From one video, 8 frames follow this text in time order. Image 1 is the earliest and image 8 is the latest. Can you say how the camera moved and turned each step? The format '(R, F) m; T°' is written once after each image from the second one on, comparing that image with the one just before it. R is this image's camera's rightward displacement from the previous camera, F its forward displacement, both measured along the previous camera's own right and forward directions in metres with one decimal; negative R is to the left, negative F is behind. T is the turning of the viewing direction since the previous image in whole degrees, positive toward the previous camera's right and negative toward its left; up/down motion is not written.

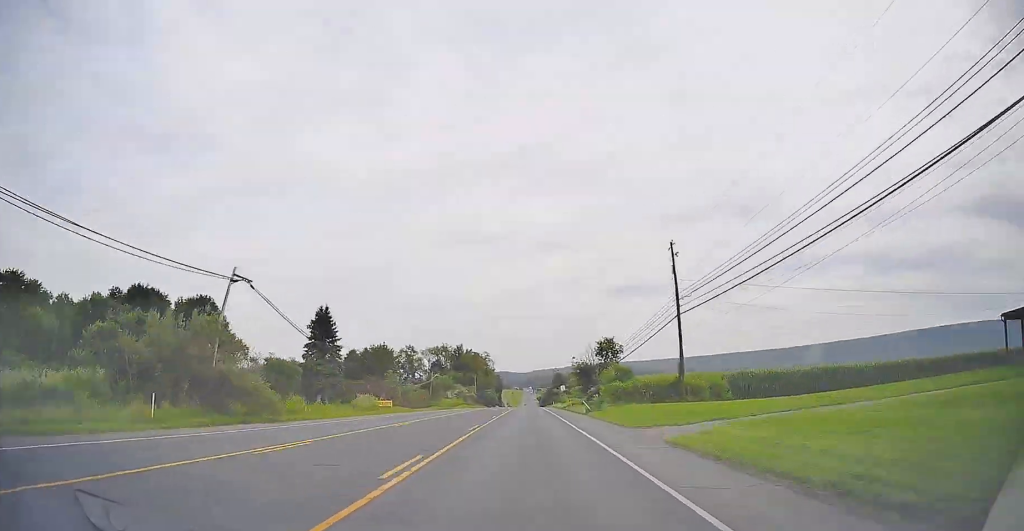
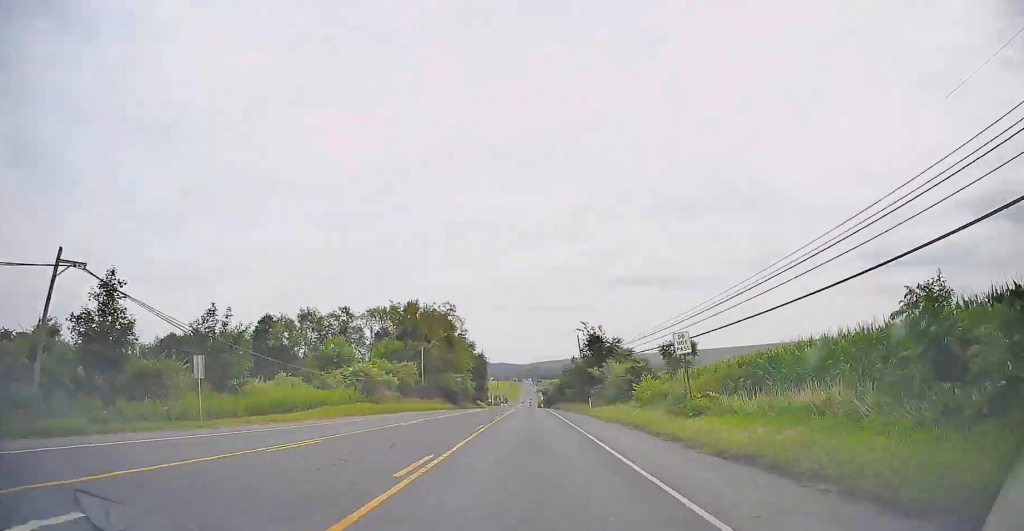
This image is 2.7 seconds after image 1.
(0.0, +73.4) m; 0°
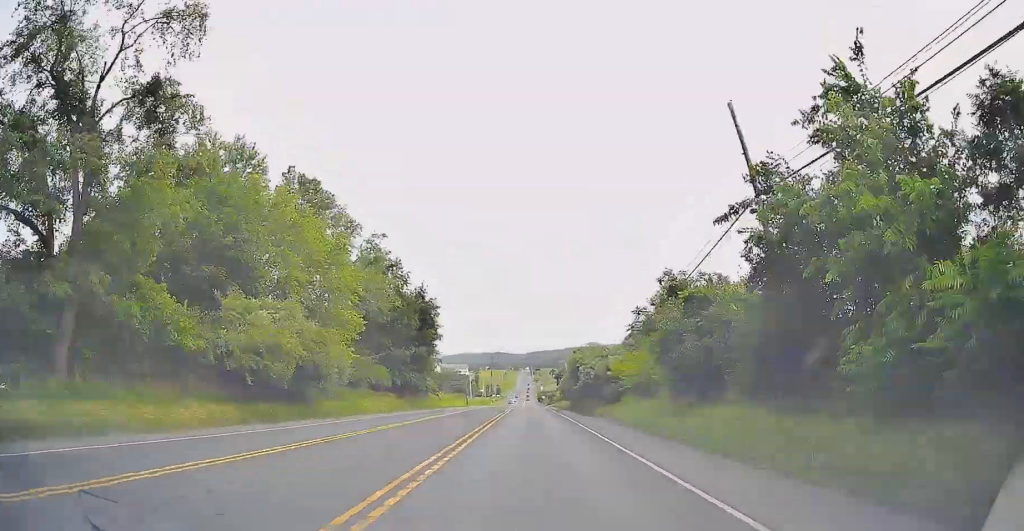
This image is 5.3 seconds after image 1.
(-0.1, +71.4) m; 0°
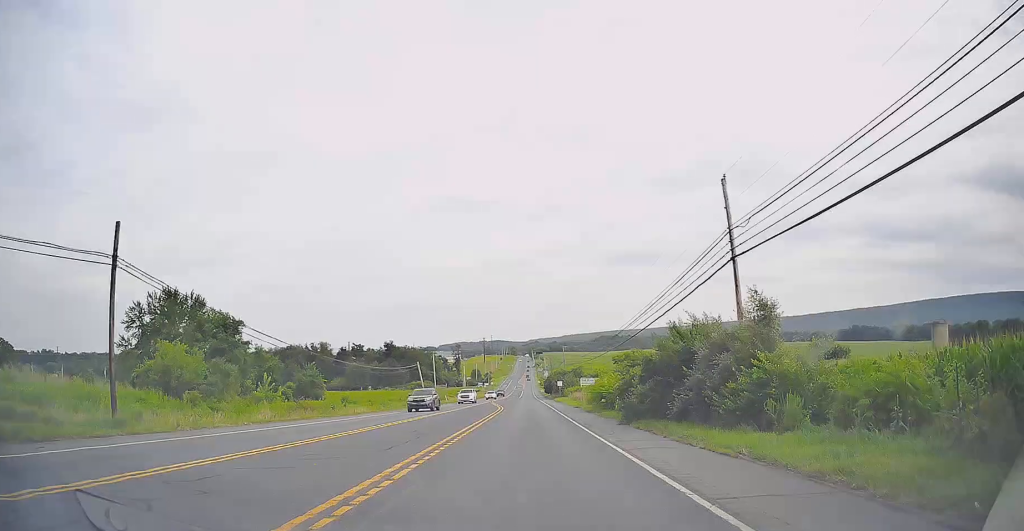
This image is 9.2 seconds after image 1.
(+0.5, +108.8) m; 0°
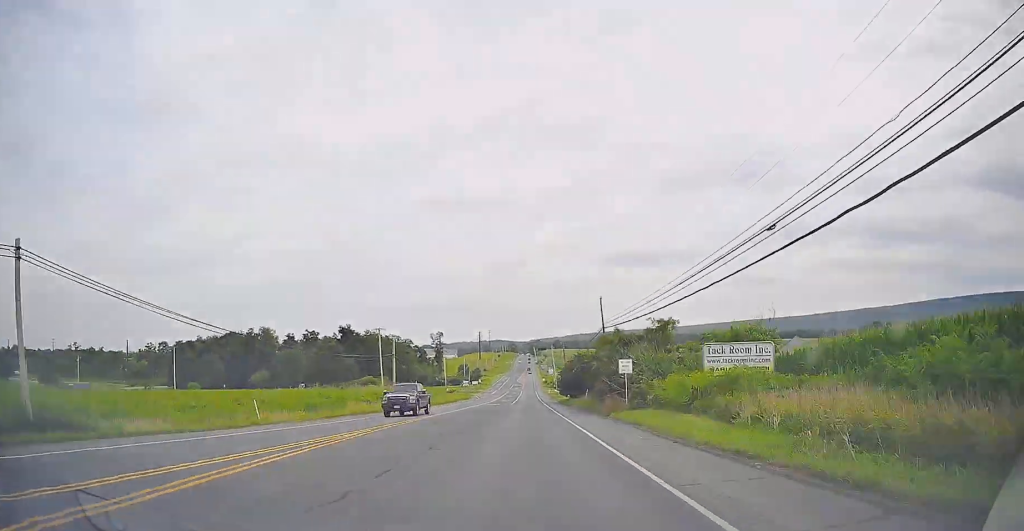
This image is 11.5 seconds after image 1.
(-0.2, +65.0) m; 0°
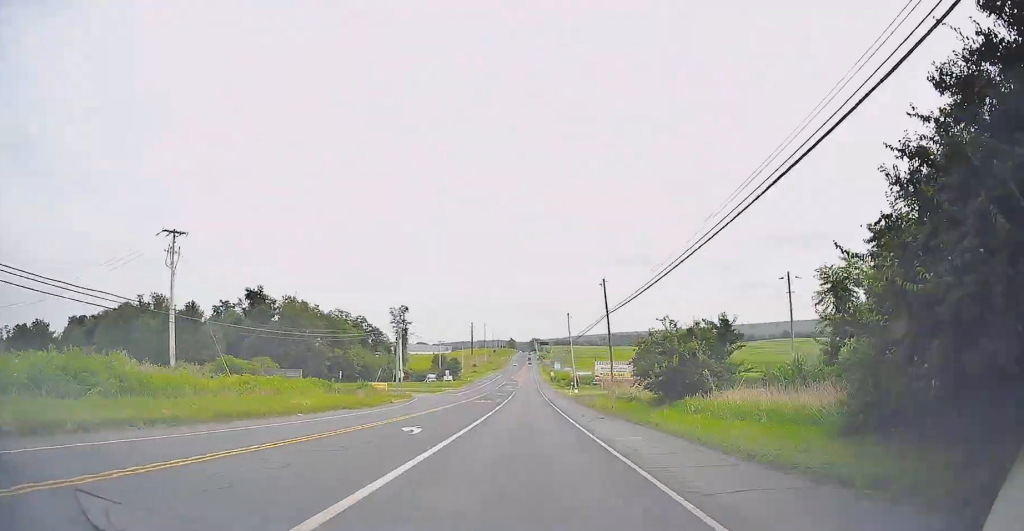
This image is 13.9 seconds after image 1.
(0.0, +68.3) m; 0°
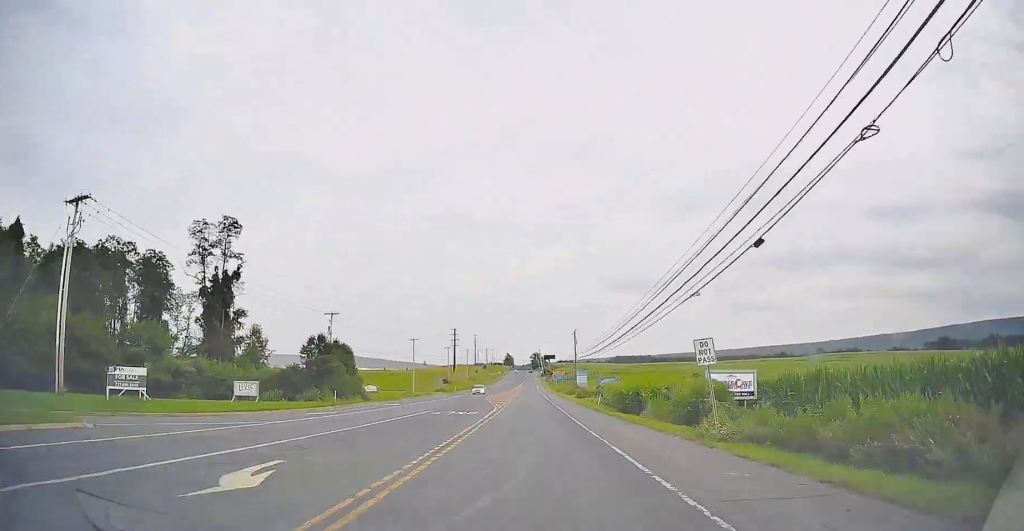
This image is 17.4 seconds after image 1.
(-0.3, +99.5) m; 0°
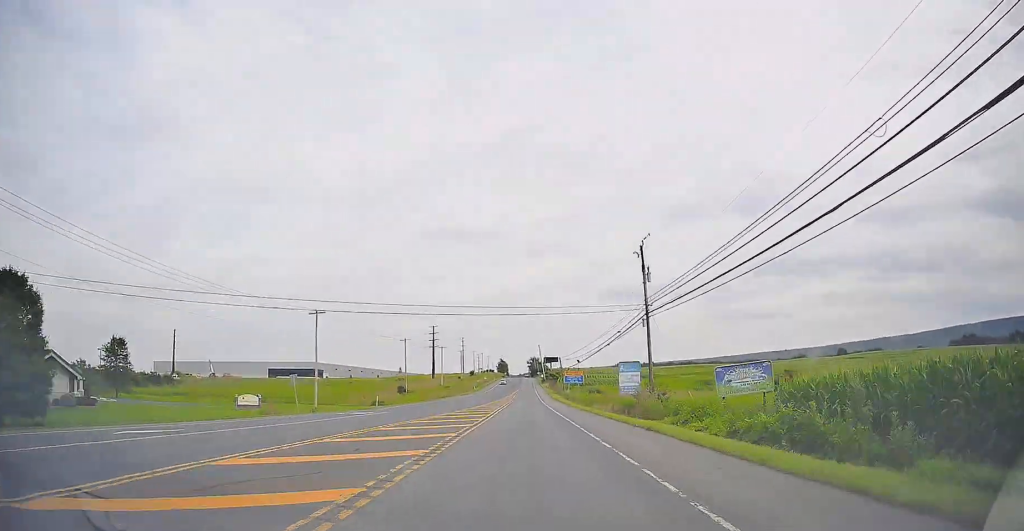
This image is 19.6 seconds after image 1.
(+0.5, +61.8) m; 0°
